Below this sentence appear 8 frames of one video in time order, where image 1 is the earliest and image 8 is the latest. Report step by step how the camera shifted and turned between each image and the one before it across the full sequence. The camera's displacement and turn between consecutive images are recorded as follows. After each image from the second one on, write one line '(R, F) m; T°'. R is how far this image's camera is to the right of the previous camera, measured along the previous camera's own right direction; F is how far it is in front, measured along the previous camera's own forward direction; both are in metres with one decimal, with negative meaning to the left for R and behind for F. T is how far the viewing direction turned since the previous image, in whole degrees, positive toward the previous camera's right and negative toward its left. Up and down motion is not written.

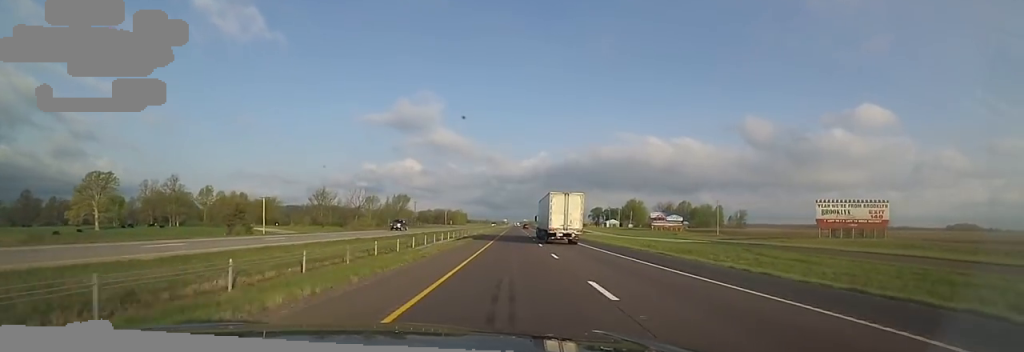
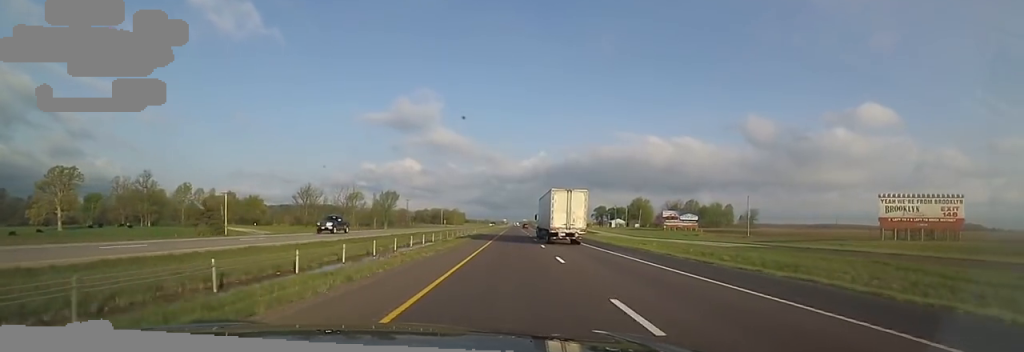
(0.0, +14.8) m; 0°
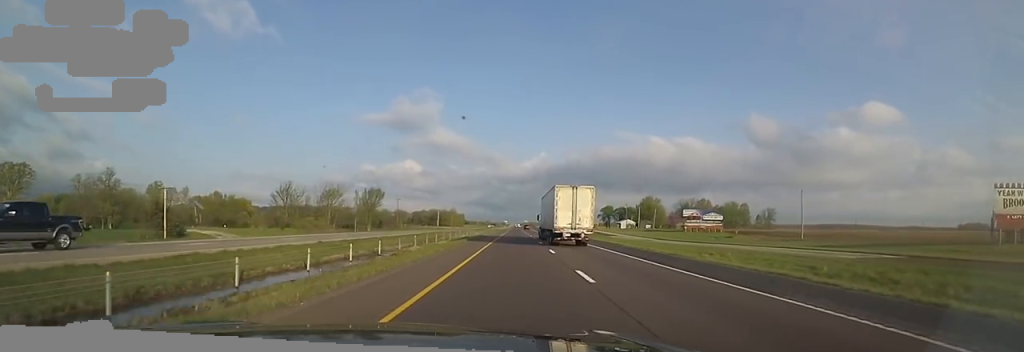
(-0.2, +18.3) m; 0°
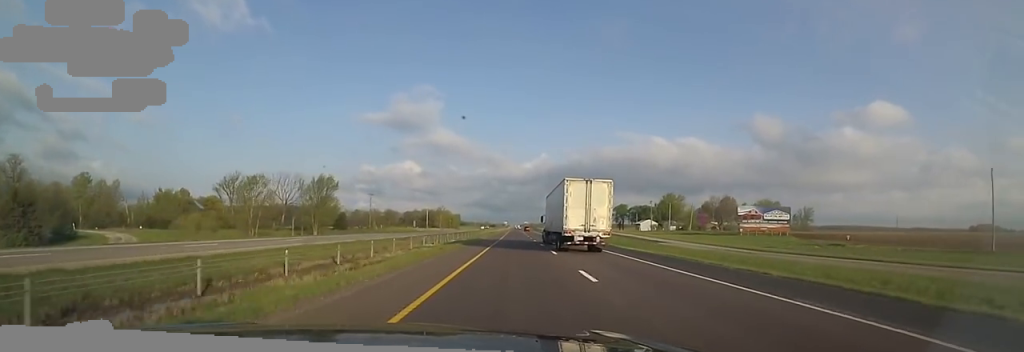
(+0.2, +35.3) m; +1°
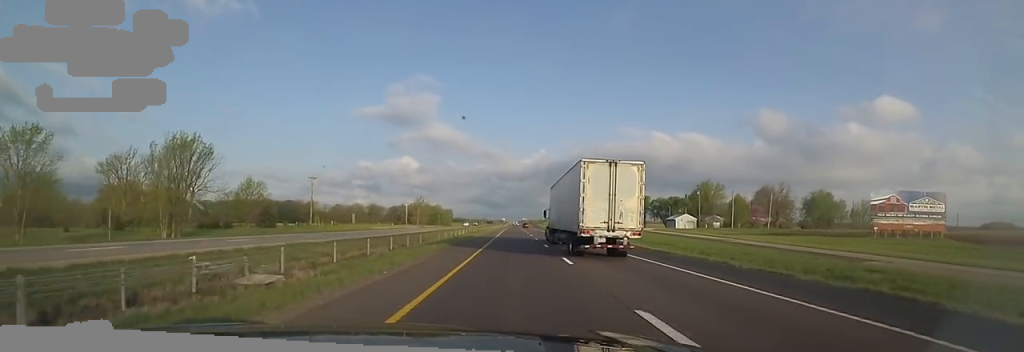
(+0.4, +43.8) m; 0°
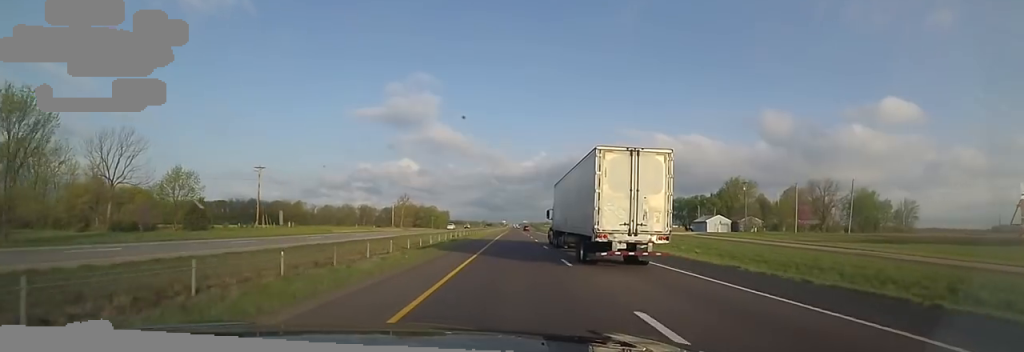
(-0.5, +24.7) m; 0°
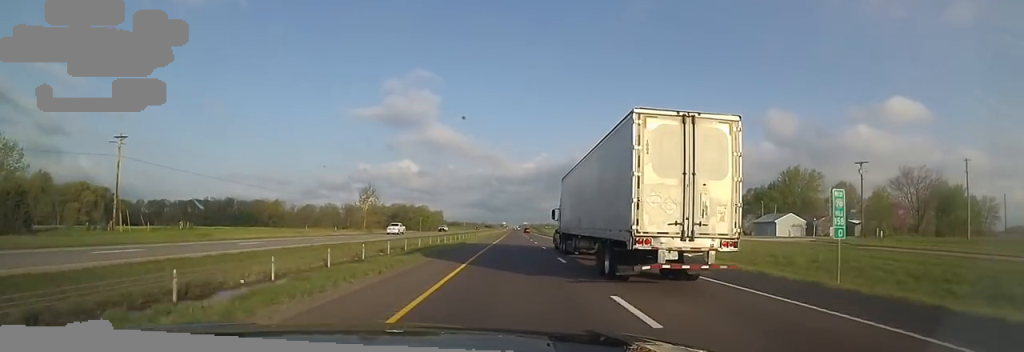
(+0.1, +34.8) m; +1°
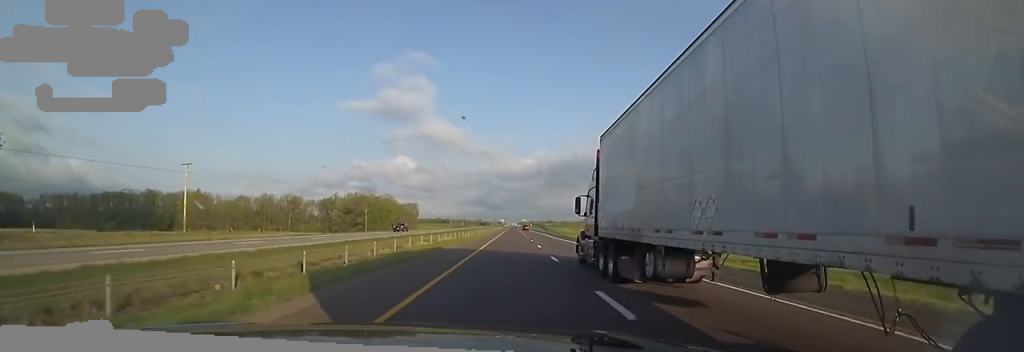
(+0.8, +83.6) m; 0°
